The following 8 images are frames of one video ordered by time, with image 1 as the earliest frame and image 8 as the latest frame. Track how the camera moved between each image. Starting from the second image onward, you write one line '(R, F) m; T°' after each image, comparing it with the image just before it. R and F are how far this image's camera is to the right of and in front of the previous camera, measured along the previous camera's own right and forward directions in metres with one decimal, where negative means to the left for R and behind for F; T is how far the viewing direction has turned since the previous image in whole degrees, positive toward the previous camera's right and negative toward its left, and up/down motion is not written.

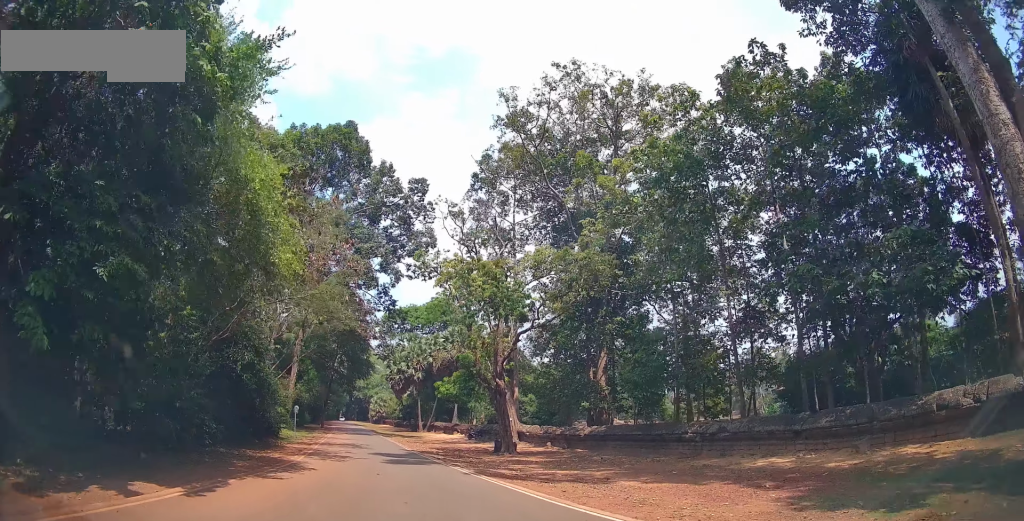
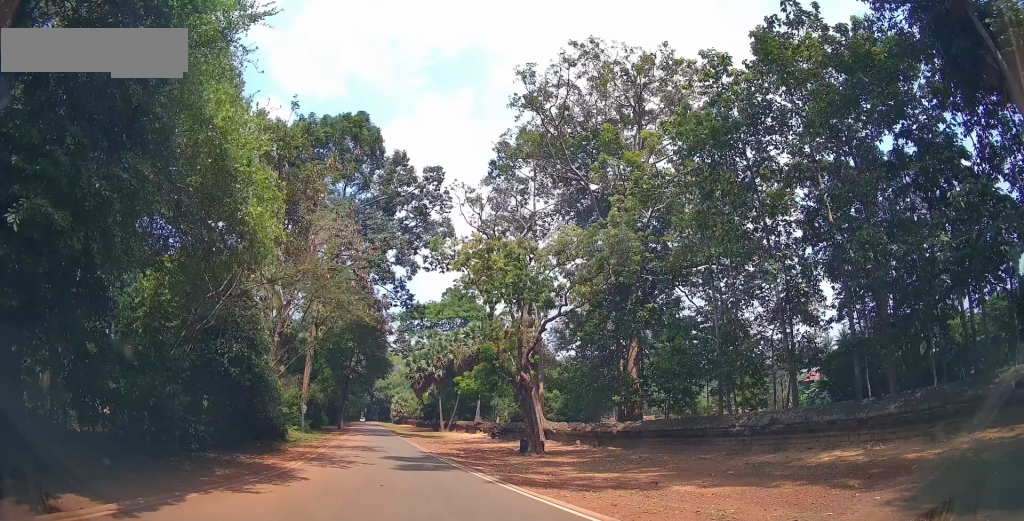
(0.0, +2.0) m; -1°
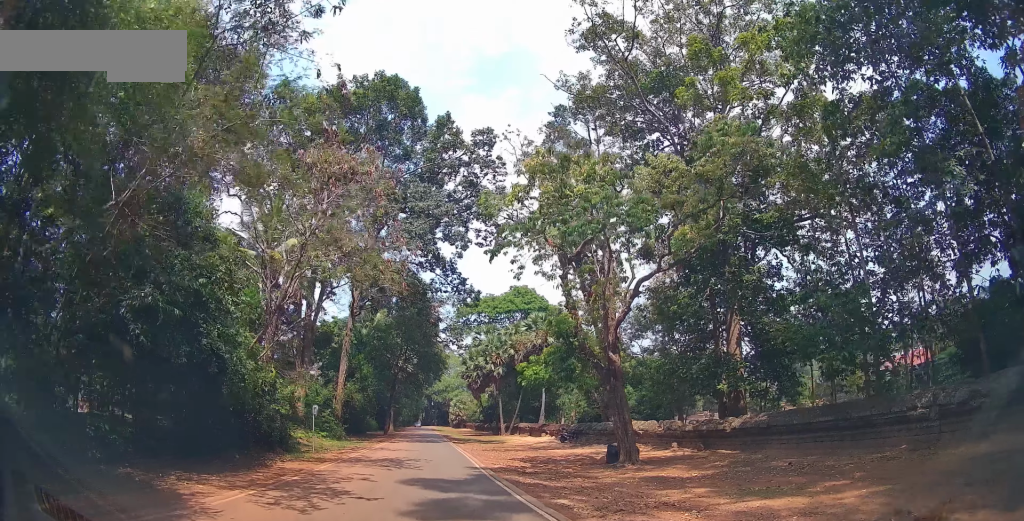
(-0.2, +5.7) m; -8°
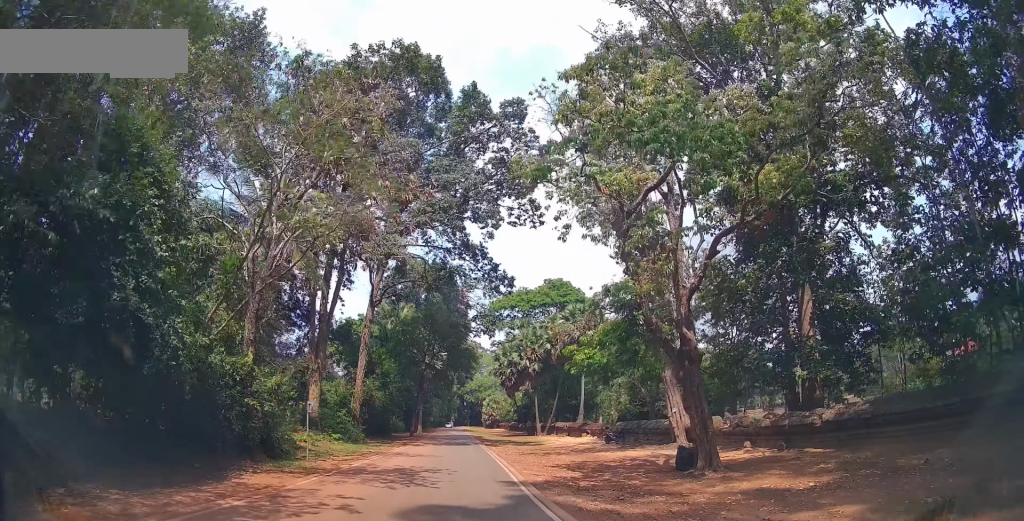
(-0.2, +3.4) m; -6°
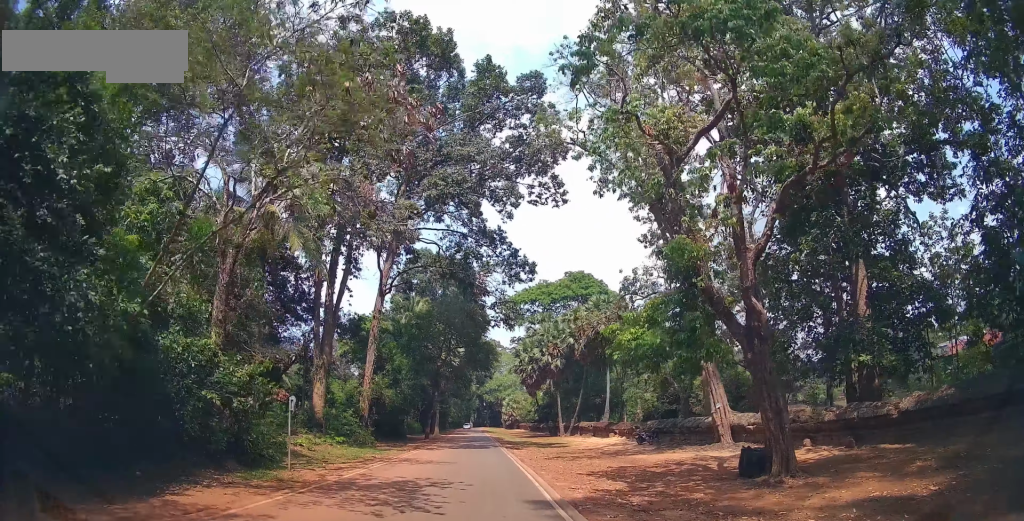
(0.0, +2.7) m; -4°
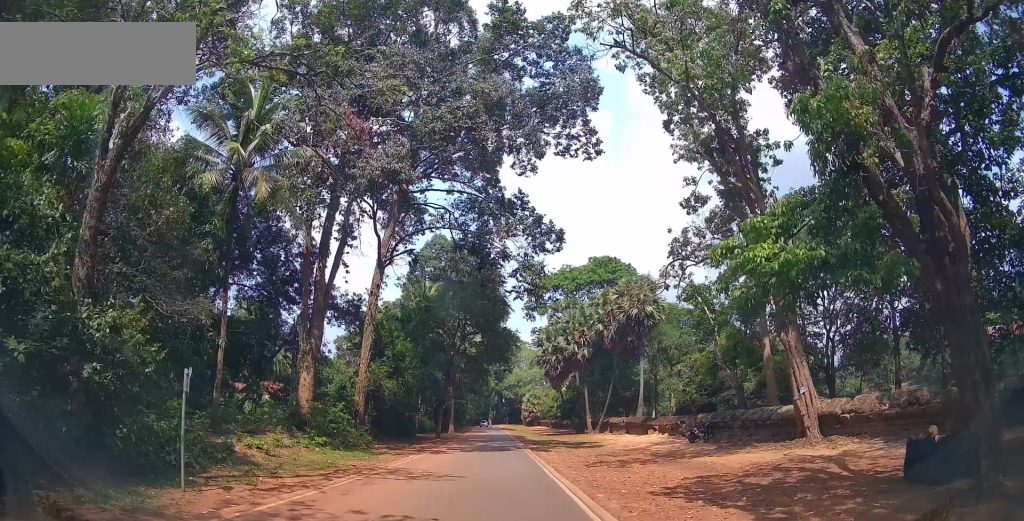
(-0.3, +5.4) m; -2°
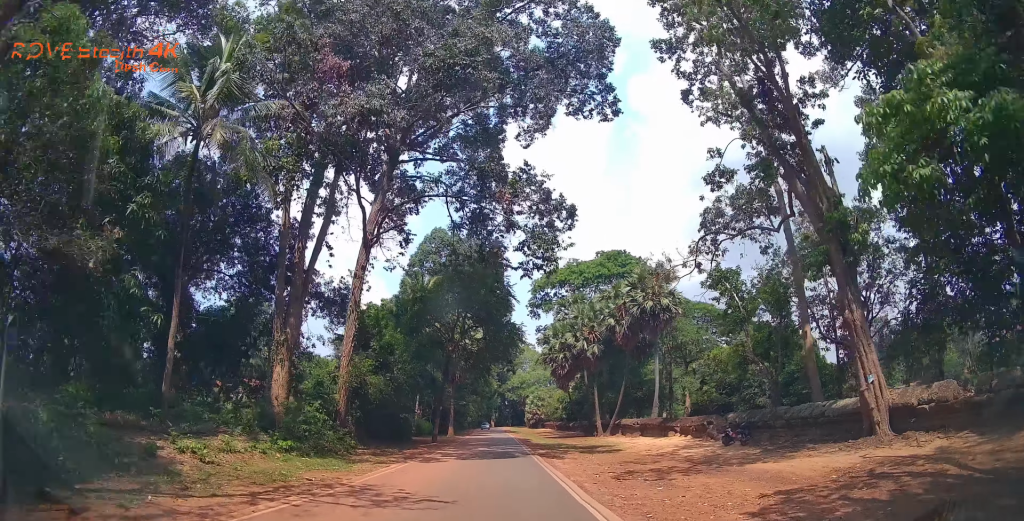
(+0.1, +3.6) m; +1°
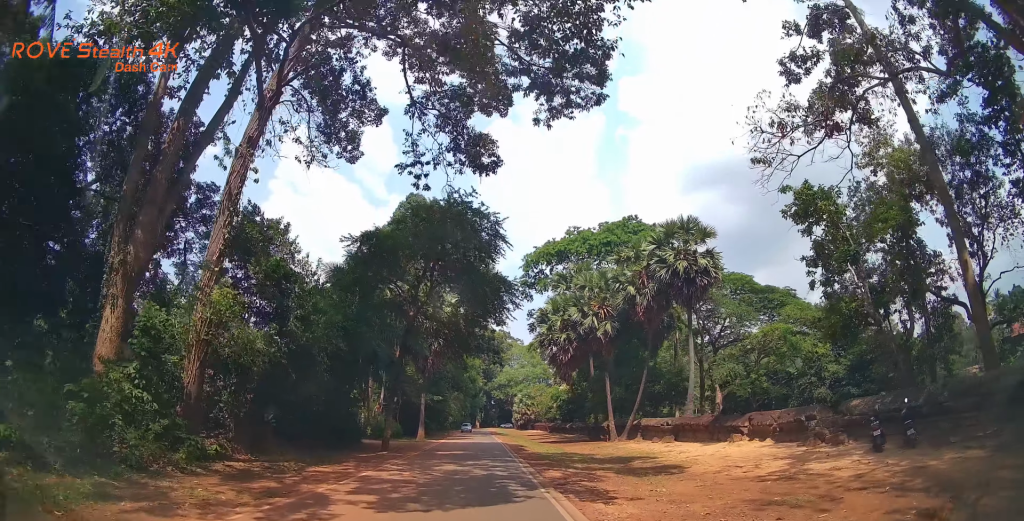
(+0.2, +12.1) m; +1°
